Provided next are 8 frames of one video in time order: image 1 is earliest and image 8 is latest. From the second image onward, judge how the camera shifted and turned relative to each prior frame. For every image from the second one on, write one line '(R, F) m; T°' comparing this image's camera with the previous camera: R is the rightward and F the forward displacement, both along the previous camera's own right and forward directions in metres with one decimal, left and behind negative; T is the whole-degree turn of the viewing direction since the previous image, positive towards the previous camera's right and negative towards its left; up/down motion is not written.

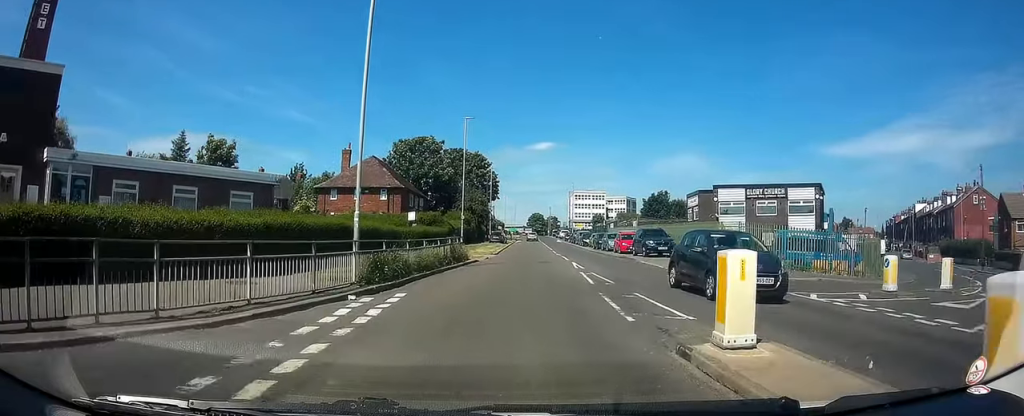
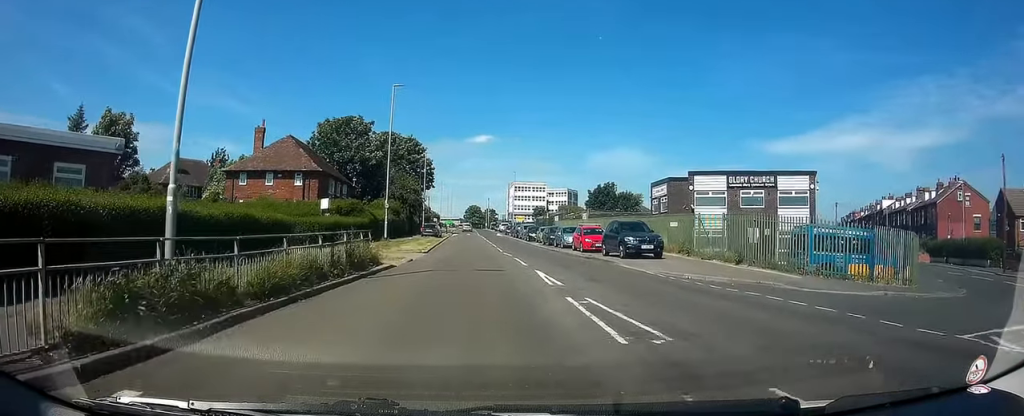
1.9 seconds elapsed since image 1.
(+0.4, +8.3) m; +8°
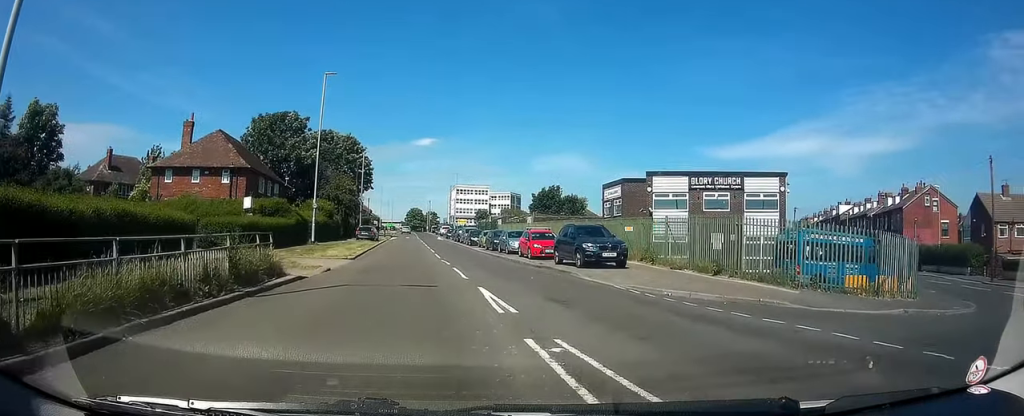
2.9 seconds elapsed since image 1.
(+0.2, +3.9) m; +6°
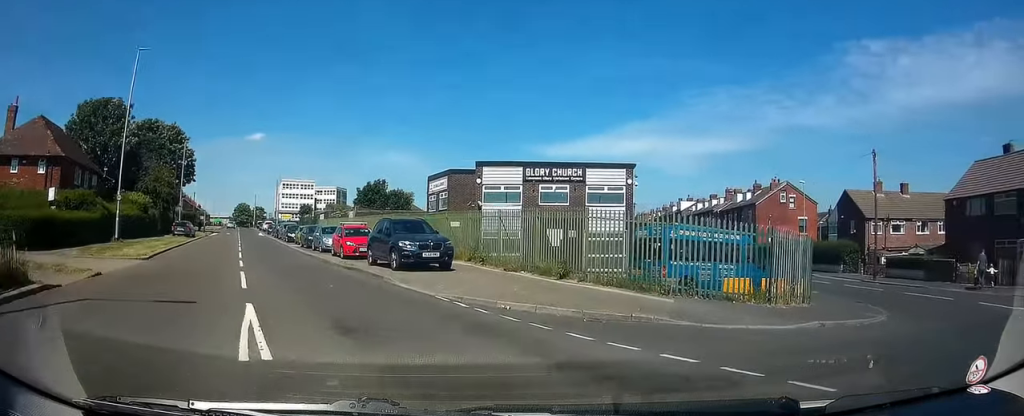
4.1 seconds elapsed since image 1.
(+0.2, +3.6) m; +14°
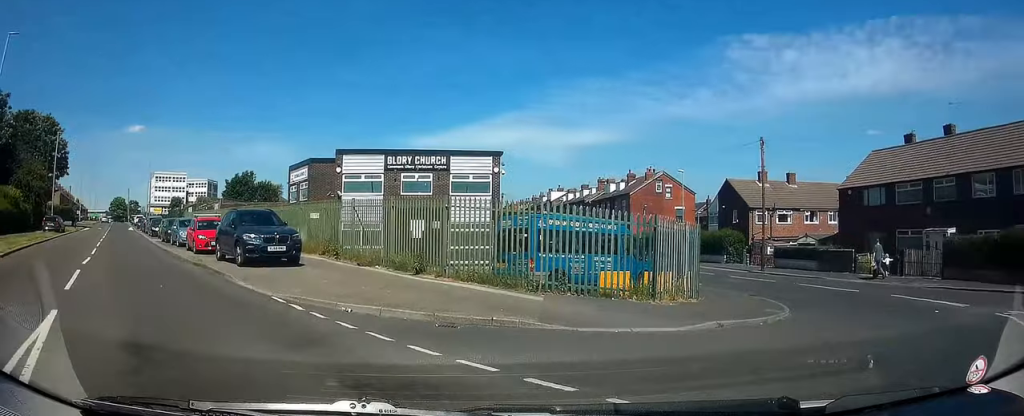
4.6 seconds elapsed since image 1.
(+0.1, +1.4) m; +12°
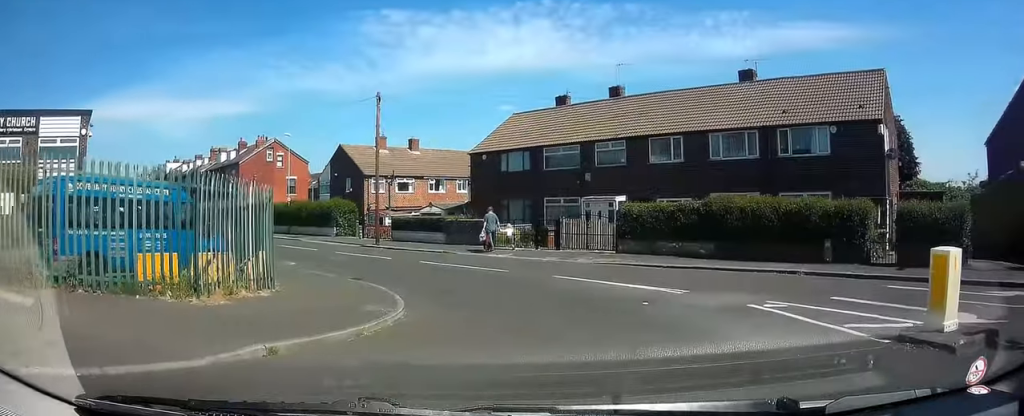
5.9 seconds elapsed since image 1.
(+1.3, +3.5) m; +32°
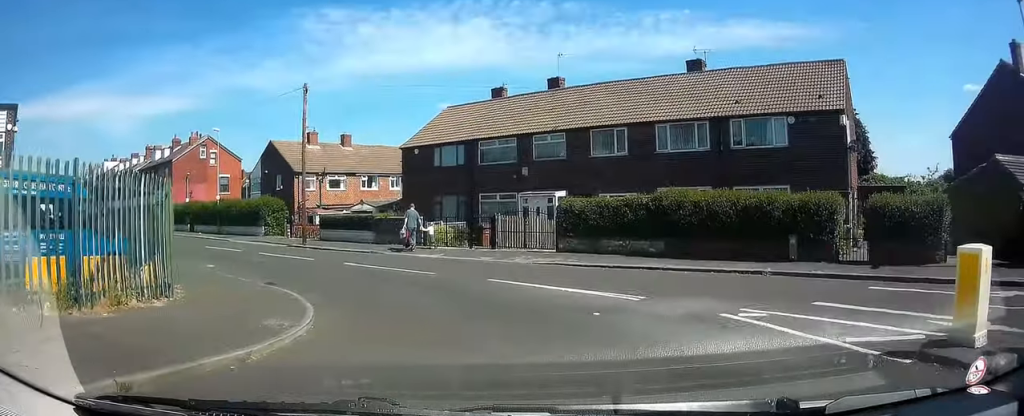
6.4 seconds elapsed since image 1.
(+0.1, +1.3) m; +6°
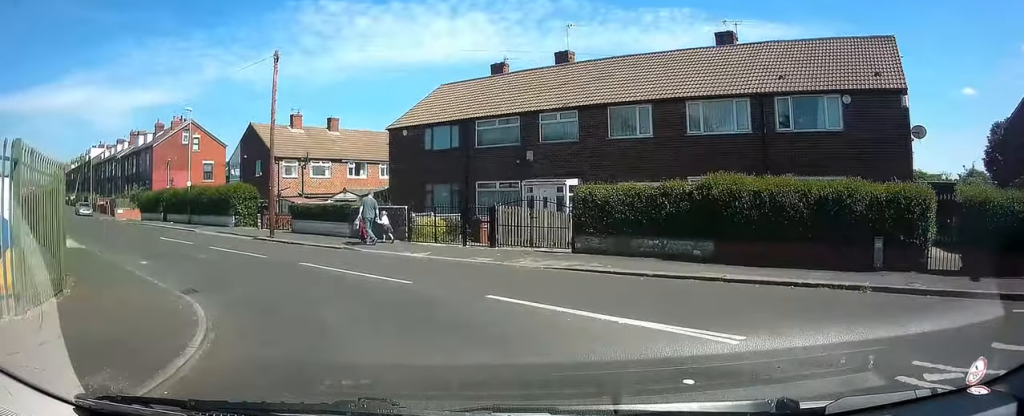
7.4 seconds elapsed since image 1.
(+0.1, +3.4) m; +6°
